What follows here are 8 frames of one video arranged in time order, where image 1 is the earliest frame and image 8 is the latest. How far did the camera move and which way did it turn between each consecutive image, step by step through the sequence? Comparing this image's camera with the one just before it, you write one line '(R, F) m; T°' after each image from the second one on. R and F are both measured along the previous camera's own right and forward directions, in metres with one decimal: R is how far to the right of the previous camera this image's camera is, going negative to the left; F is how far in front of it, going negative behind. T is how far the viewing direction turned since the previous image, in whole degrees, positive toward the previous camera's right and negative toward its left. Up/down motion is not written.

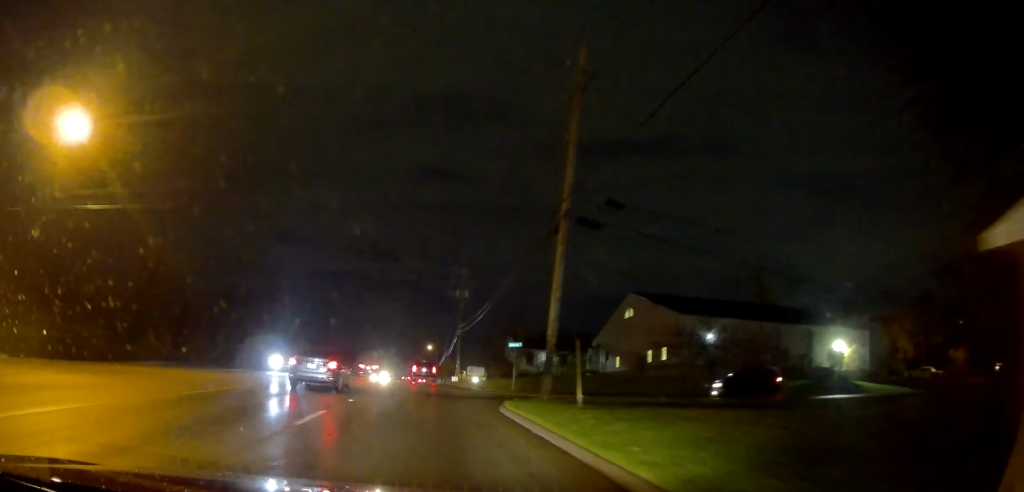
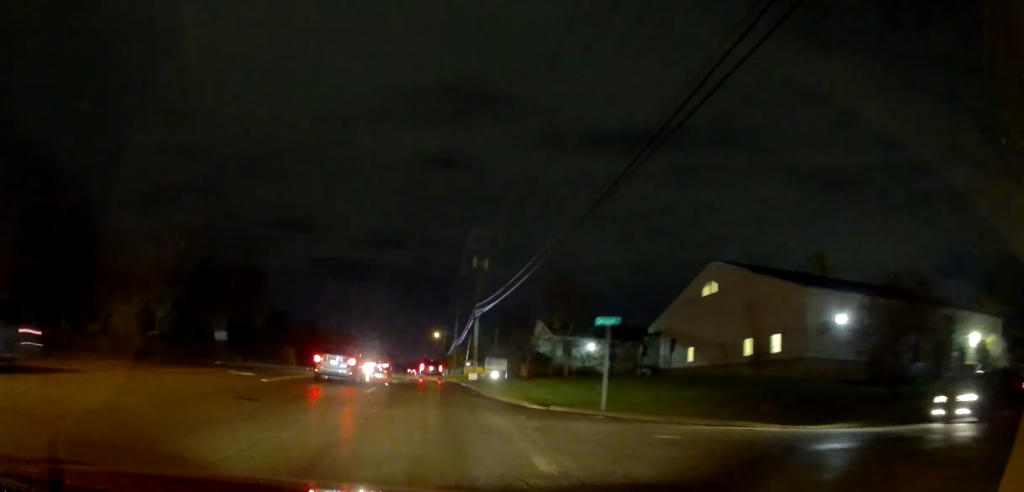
(-0.6, +18.6) m; -2°
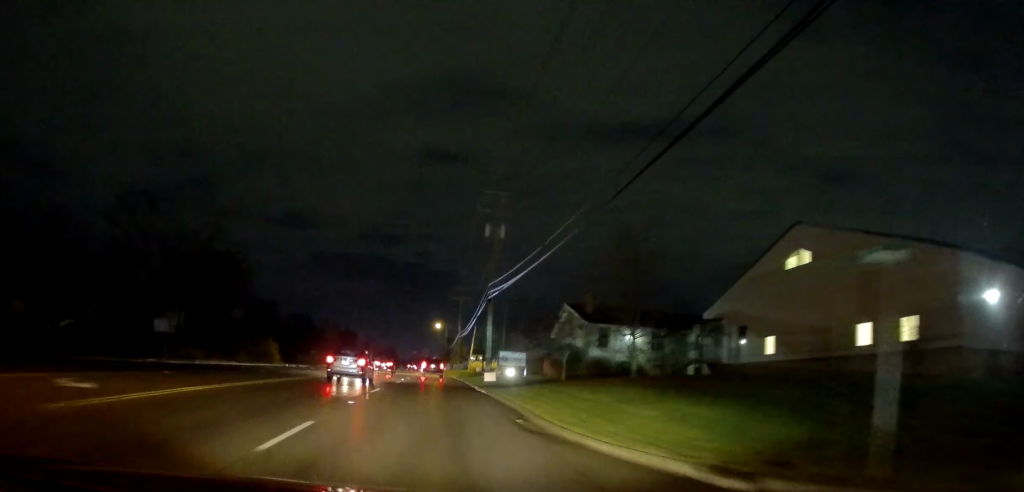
(+0.3, +12.8) m; 0°
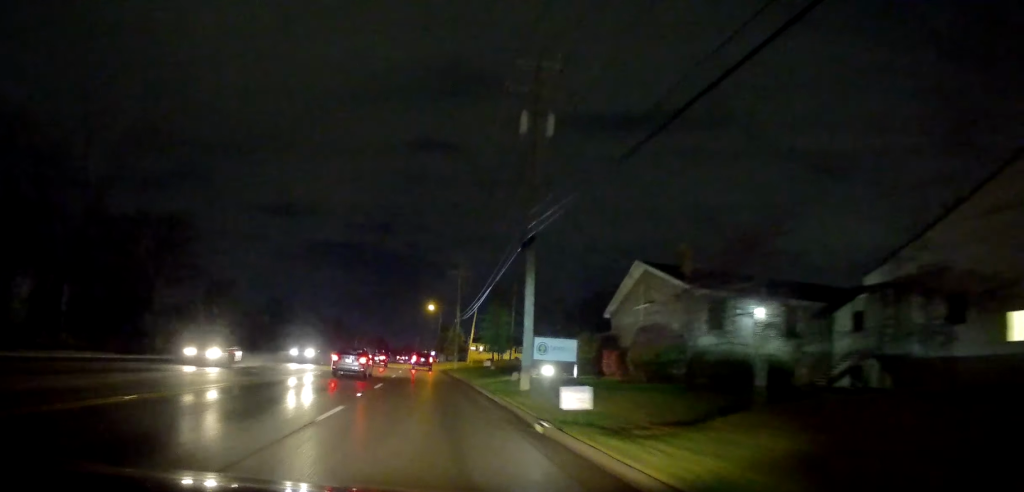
(-0.4, +20.8) m; 0°
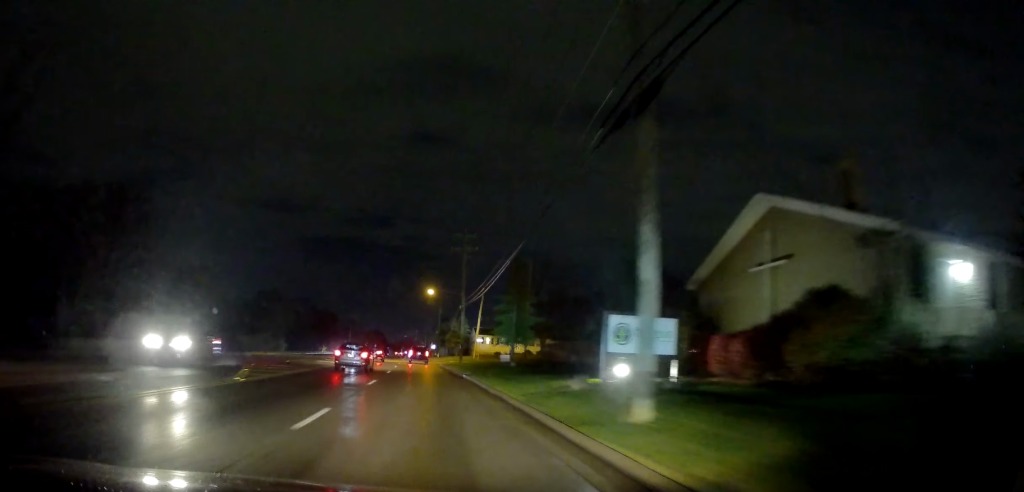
(+0.4, +14.1) m; +2°
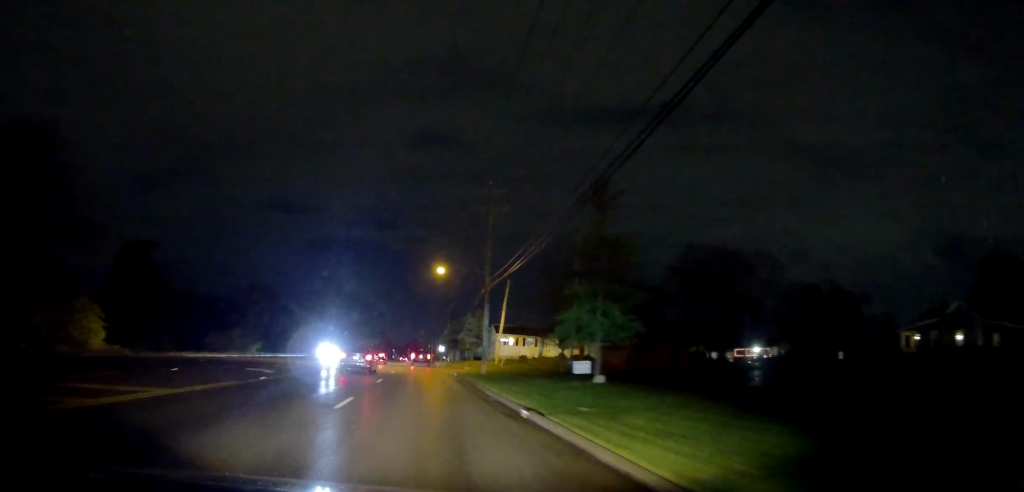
(+0.1, +19.9) m; -1°
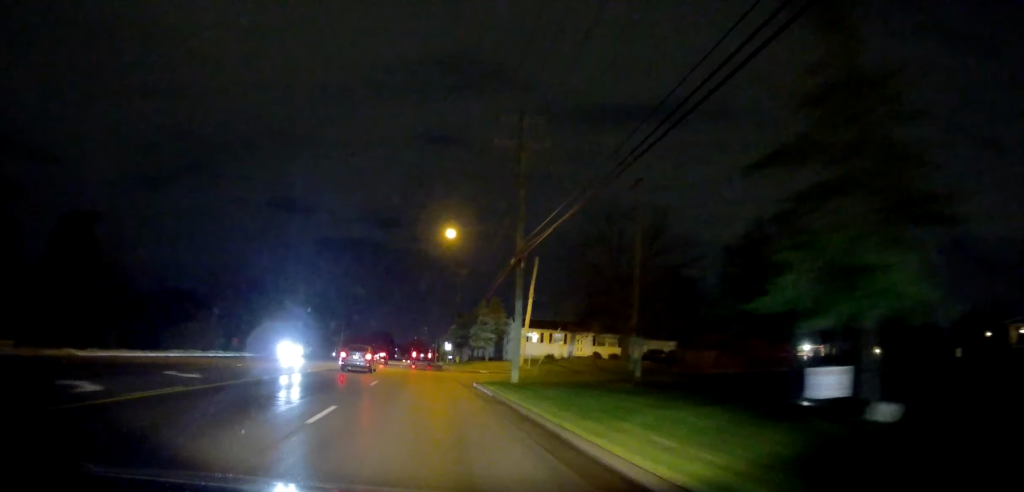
(-0.1, +15.0) m; -2°
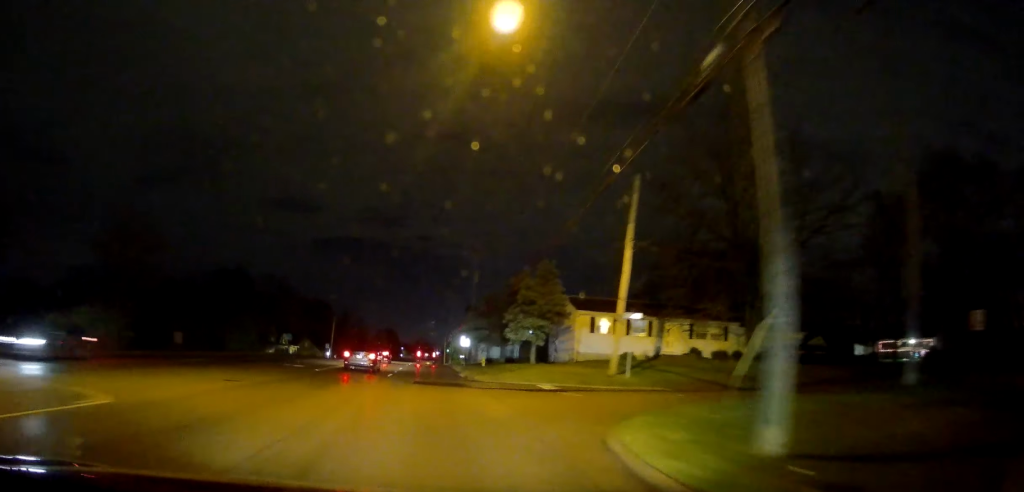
(-0.3, +23.7) m; +1°
